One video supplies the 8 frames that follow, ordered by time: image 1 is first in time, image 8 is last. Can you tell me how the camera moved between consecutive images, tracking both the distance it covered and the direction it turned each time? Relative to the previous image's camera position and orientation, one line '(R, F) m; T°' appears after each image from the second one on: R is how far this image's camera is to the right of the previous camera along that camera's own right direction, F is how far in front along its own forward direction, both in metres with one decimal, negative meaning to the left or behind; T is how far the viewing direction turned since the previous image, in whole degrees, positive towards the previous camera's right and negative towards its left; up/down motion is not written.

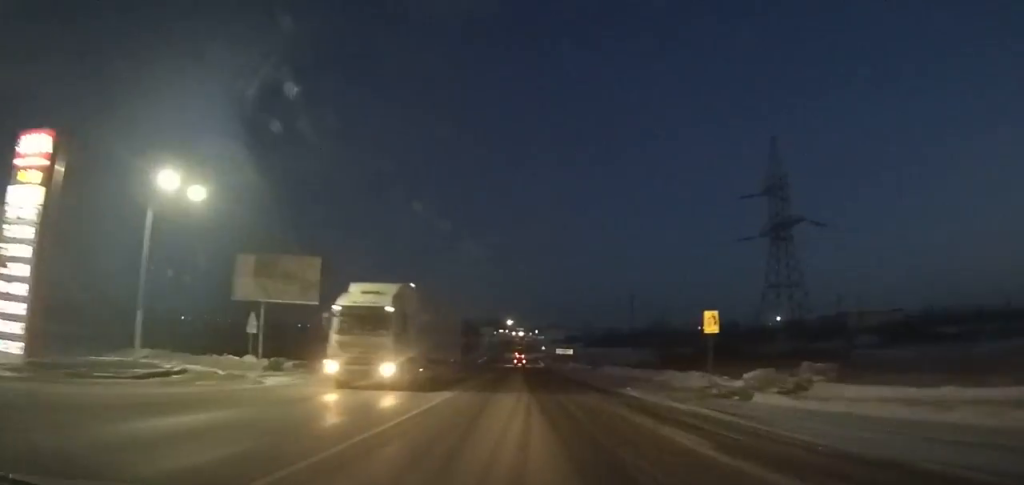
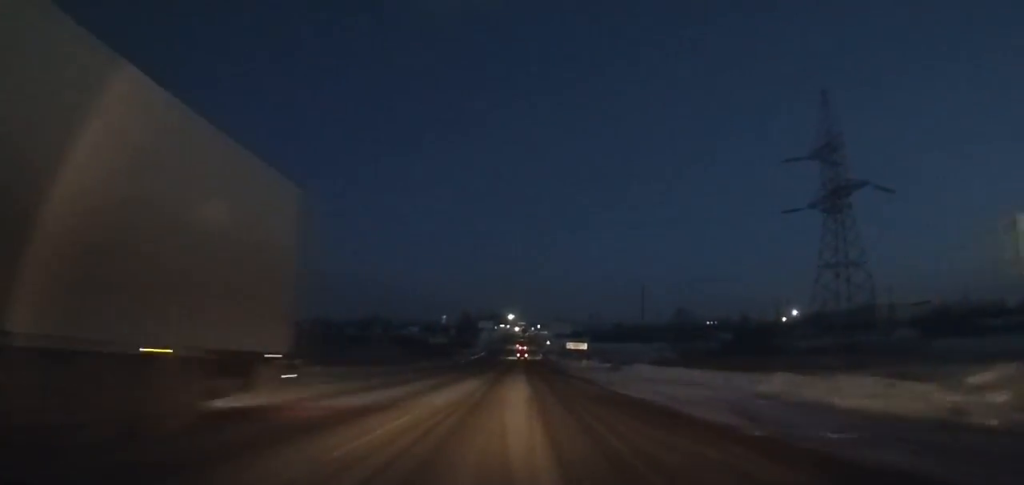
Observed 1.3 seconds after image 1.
(0.0, +17.6) m; 0°
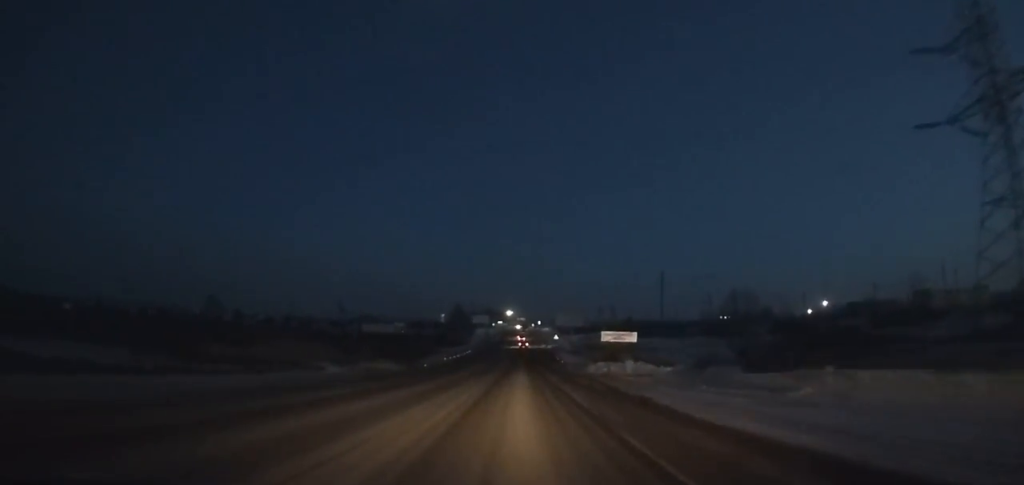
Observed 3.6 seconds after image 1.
(0.0, +32.1) m; 0°
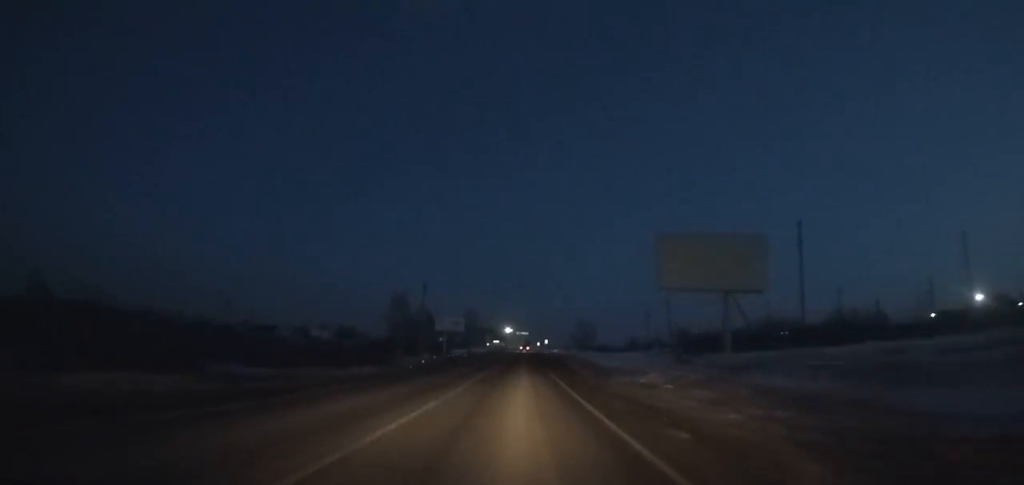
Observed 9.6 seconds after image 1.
(+0.5, +100.4) m; 0°
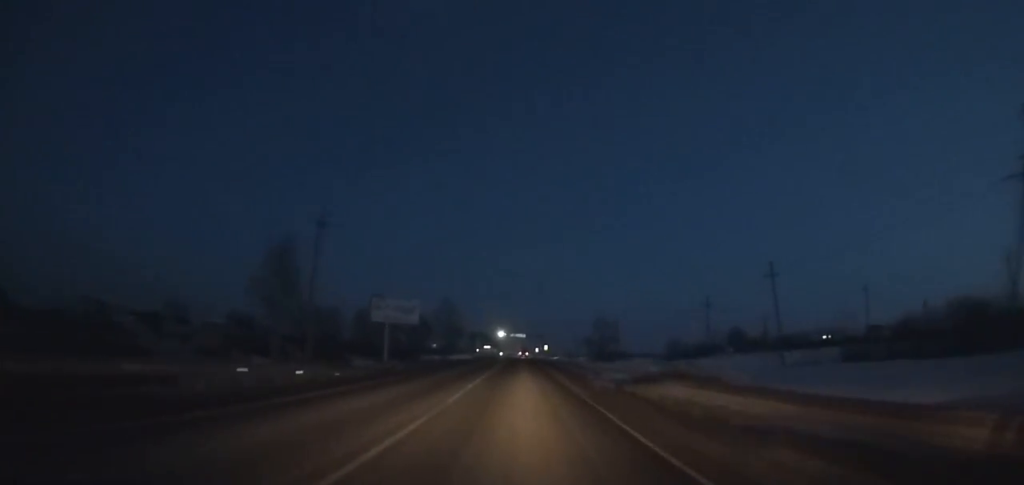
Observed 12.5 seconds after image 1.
(-0.1, +53.9) m; 0°
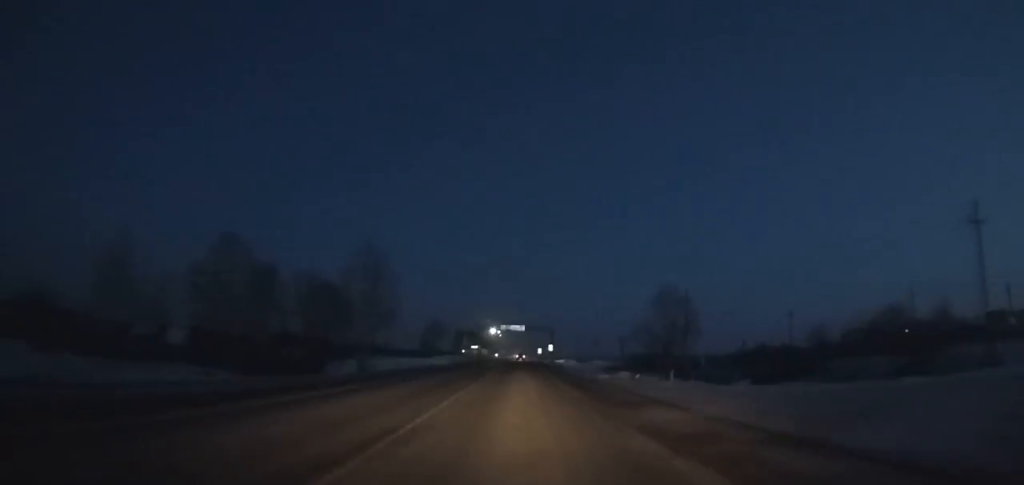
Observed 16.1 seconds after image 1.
(+0.5, +67.4) m; 0°
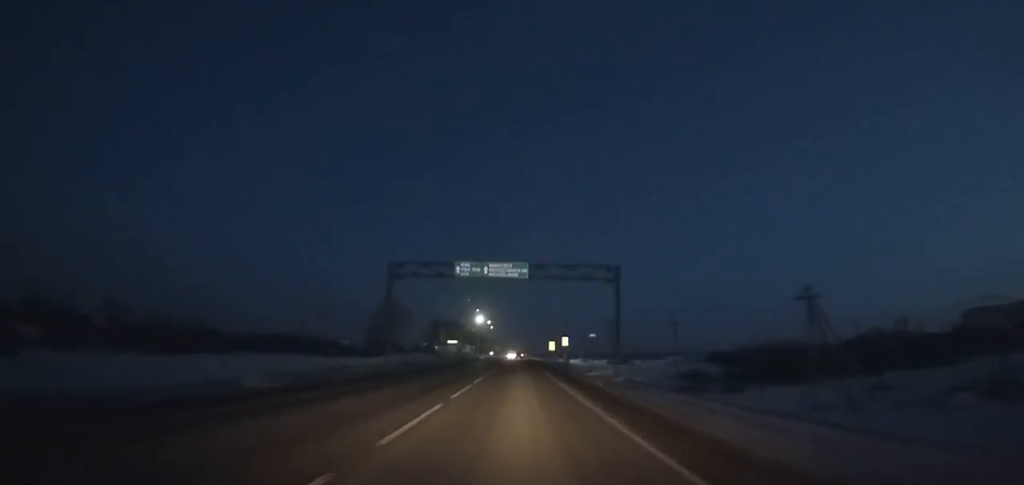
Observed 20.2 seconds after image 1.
(-0.2, +75.6) m; 0°
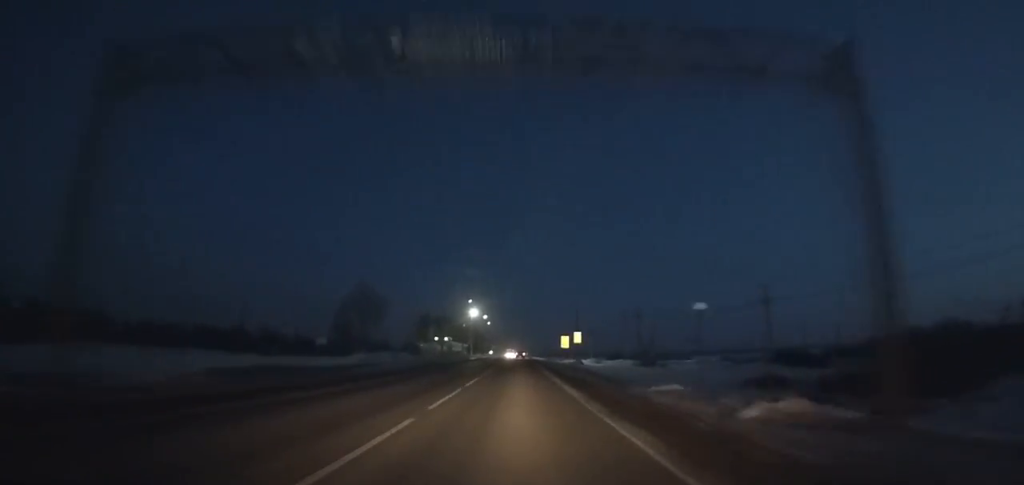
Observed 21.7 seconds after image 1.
(0.0, +27.2) m; 0°
